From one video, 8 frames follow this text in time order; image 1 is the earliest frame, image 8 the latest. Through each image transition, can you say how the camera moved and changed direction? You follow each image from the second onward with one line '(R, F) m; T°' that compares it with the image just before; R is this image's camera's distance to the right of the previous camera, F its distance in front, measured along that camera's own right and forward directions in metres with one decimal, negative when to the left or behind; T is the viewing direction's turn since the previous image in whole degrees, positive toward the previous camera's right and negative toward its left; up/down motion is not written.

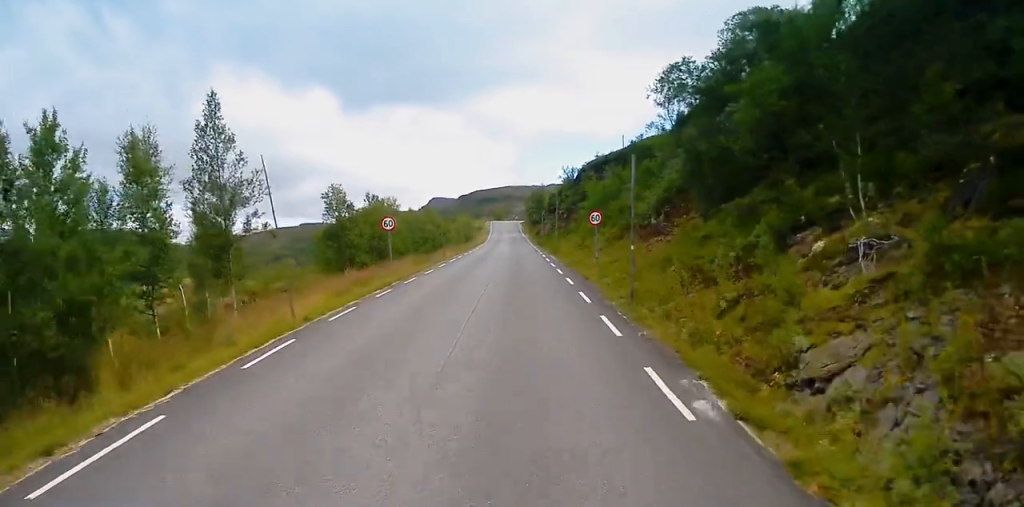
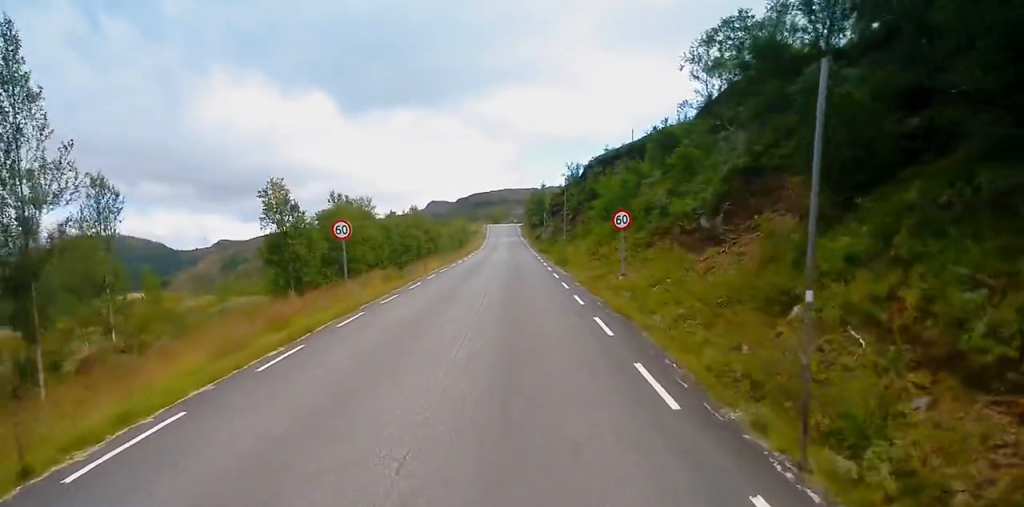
(0.0, +11.3) m; 0°
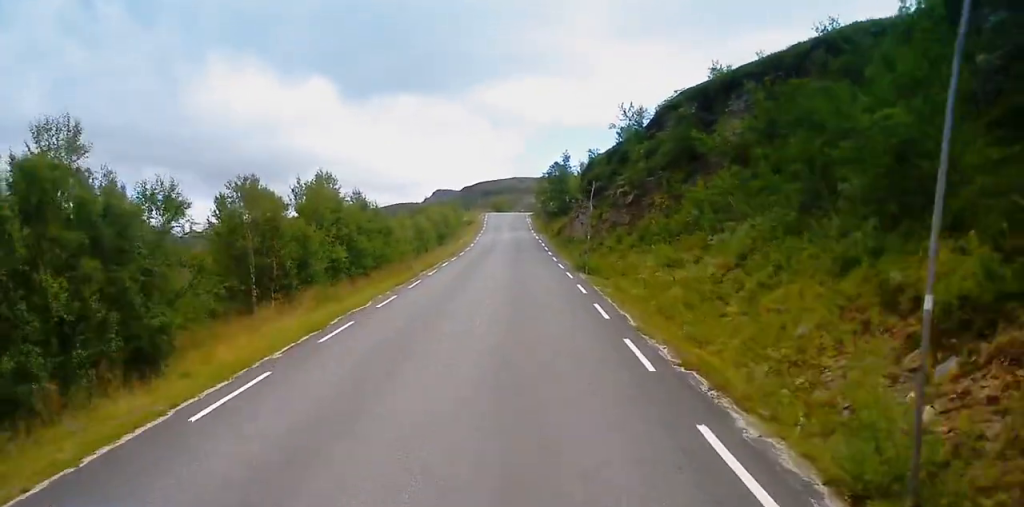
(-0.3, +39.8) m; 0°
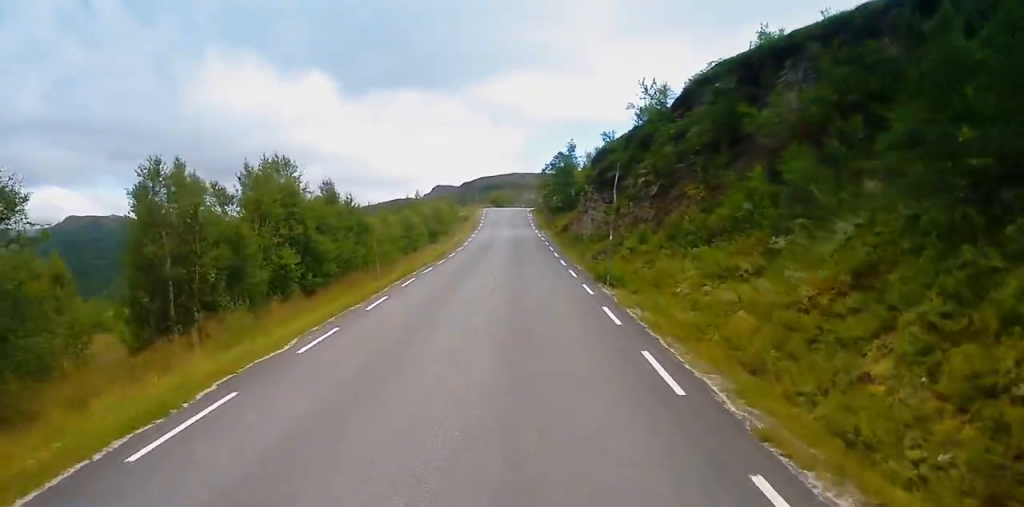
(0.0, +7.8) m; 0°
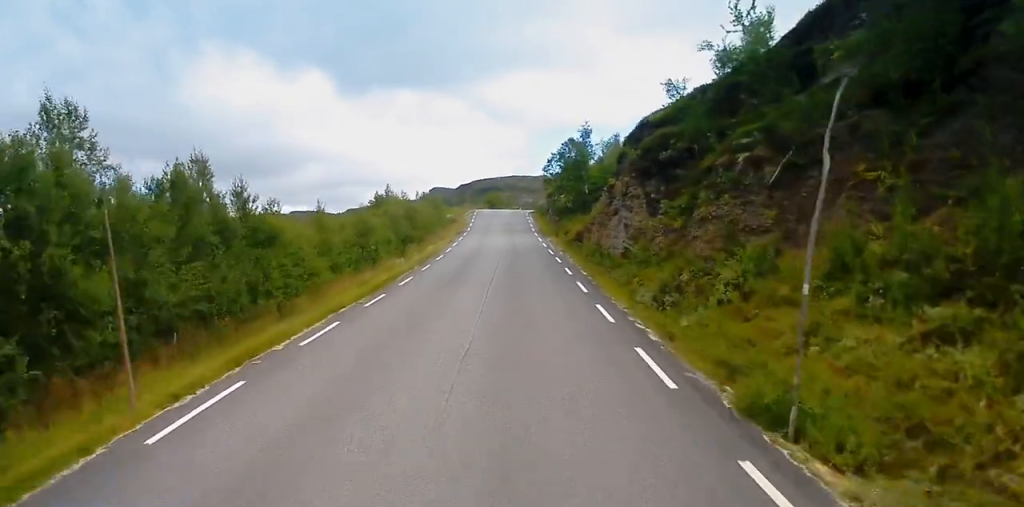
(0.0, +17.6) m; 0°
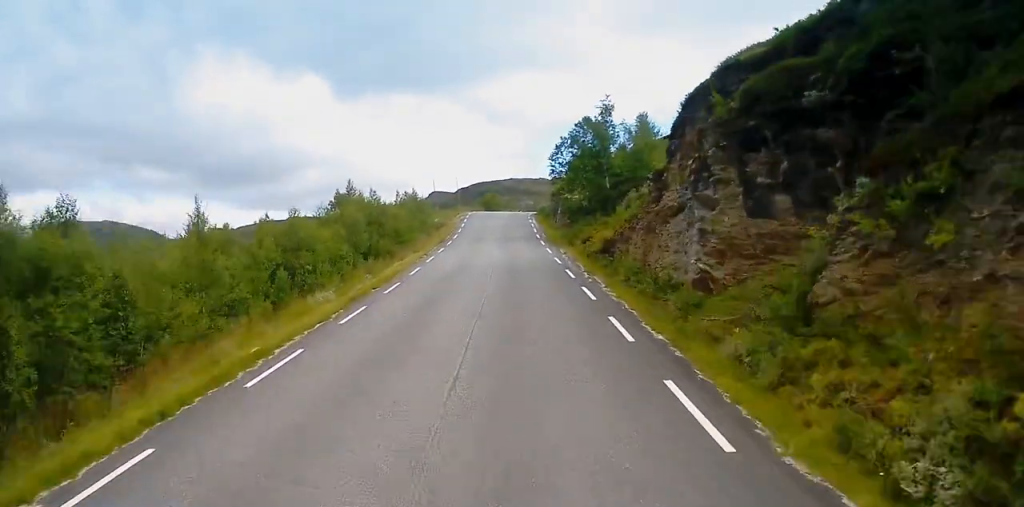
(0.0, +14.6) m; 0°
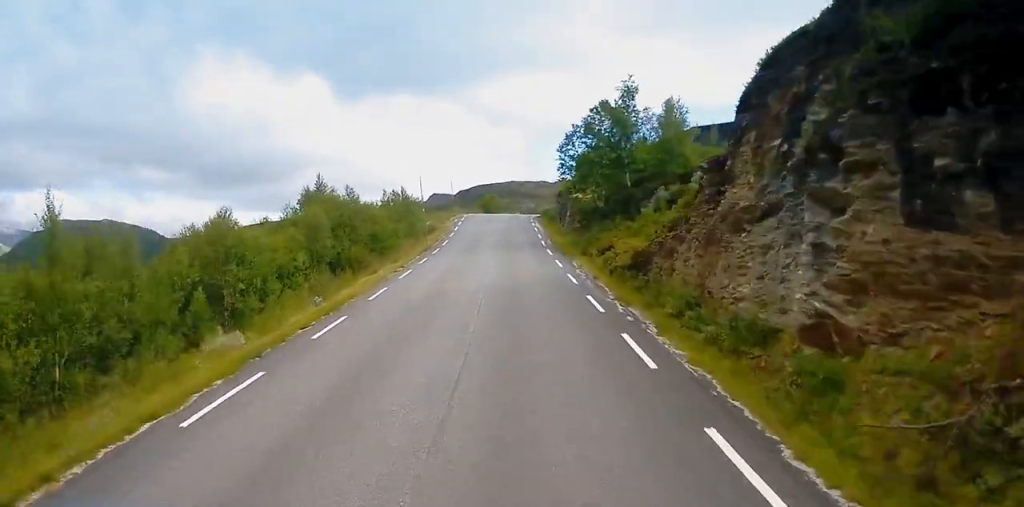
(-0.1, +8.1) m; +1°
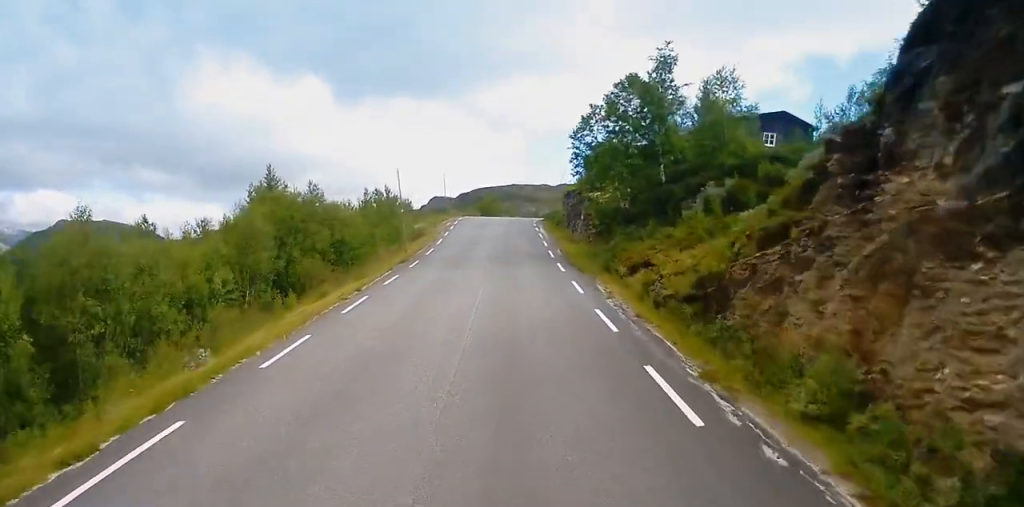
(0.0, +8.8) m; 0°
